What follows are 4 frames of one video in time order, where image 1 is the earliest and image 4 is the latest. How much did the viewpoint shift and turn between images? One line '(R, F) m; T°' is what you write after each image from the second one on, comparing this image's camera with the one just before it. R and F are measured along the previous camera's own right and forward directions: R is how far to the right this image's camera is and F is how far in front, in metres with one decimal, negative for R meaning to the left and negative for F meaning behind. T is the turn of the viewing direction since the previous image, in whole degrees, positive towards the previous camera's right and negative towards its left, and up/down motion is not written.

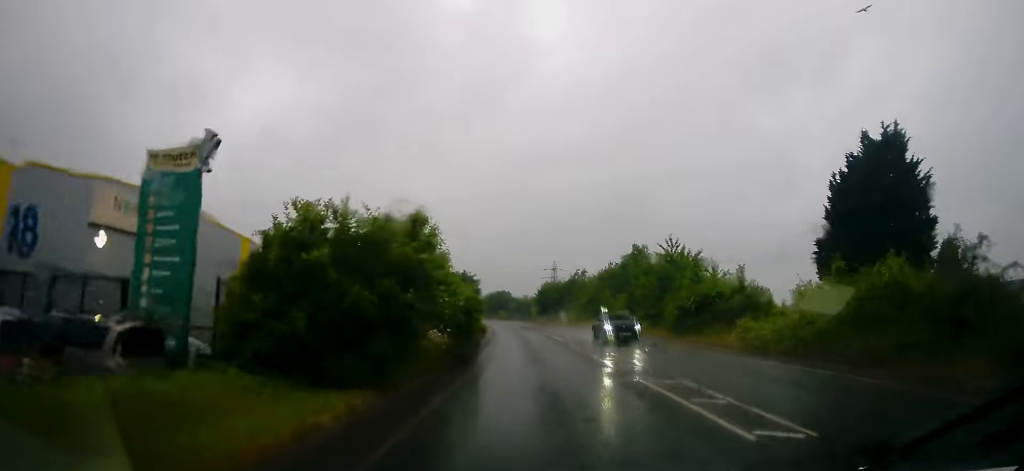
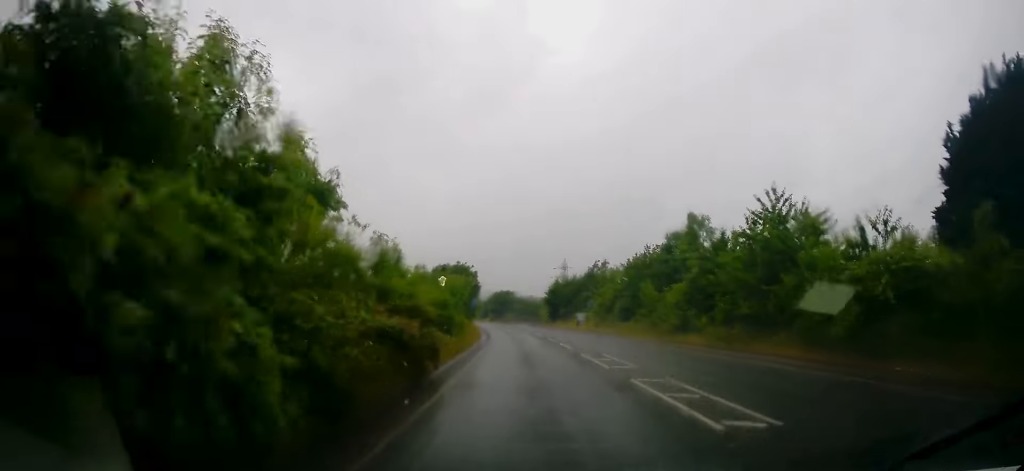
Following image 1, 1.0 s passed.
(0.0, +16.8) m; -1°
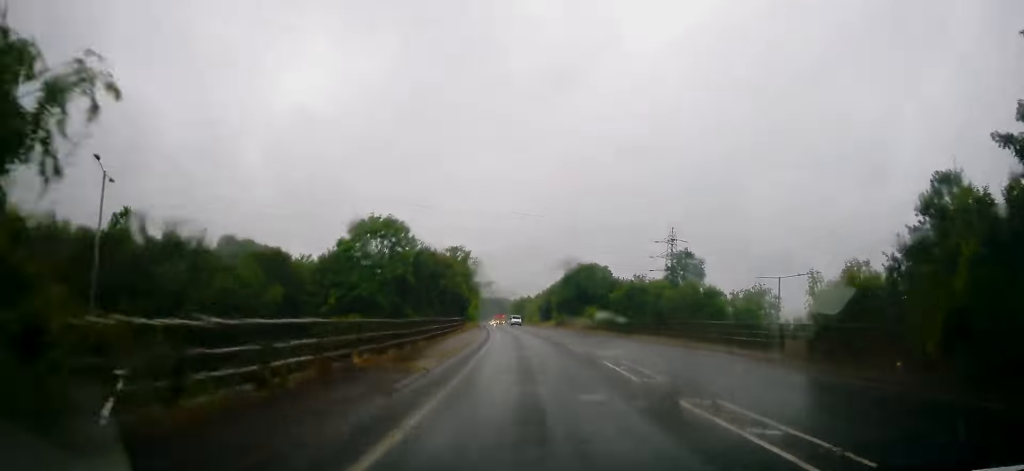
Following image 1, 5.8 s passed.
(-5.3, +82.9) m; -7°
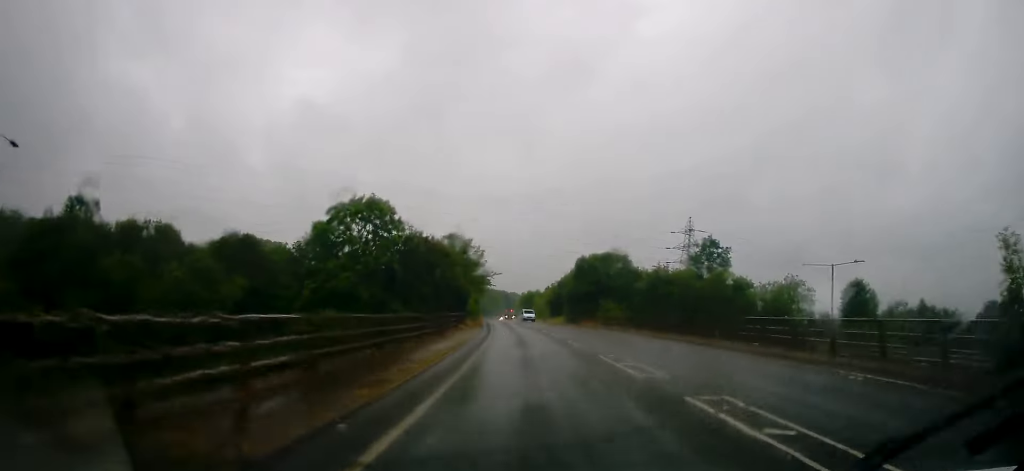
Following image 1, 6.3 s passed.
(-0.4, +8.8) m; -1°
